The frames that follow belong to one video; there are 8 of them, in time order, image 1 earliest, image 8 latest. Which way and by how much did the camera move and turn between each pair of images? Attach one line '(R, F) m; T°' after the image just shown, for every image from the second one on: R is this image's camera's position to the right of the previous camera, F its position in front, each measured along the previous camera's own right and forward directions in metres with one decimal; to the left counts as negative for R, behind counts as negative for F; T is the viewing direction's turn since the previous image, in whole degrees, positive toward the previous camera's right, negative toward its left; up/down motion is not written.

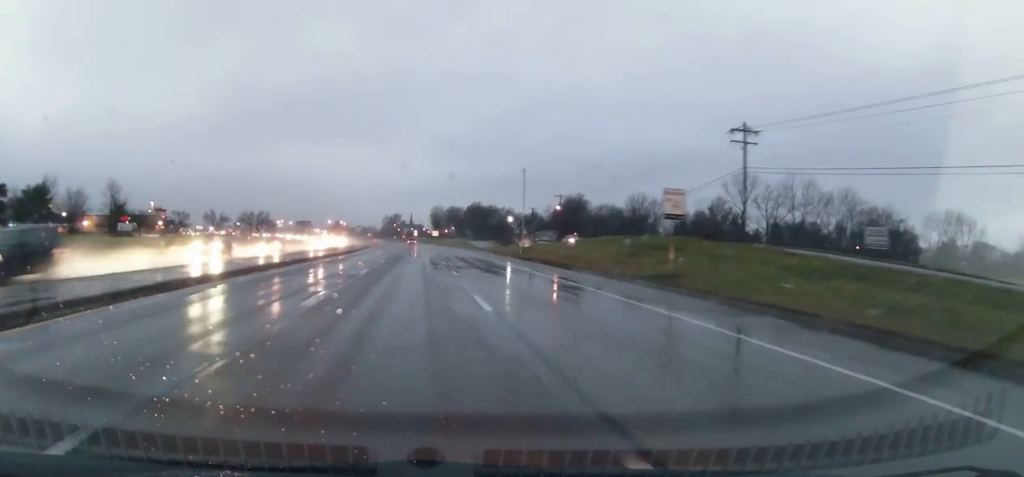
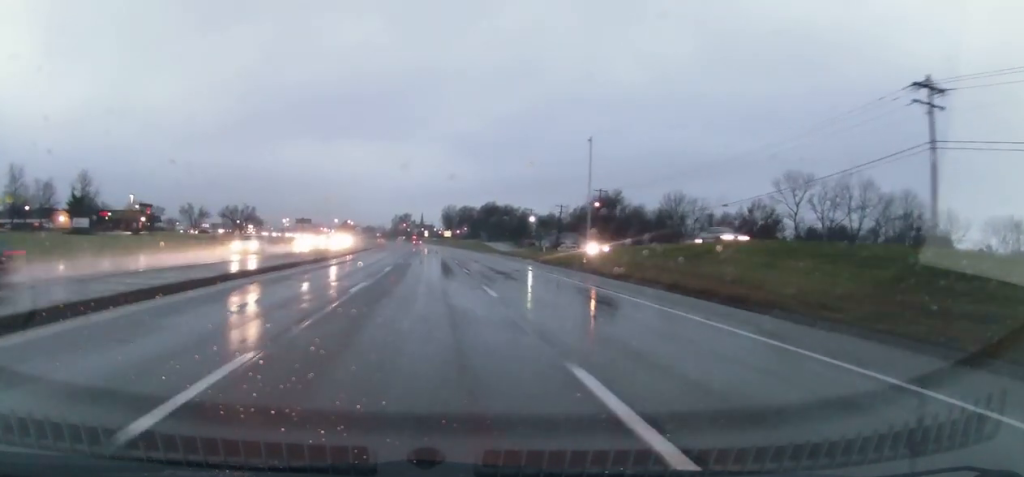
(-0.4, +21.9) m; -1°
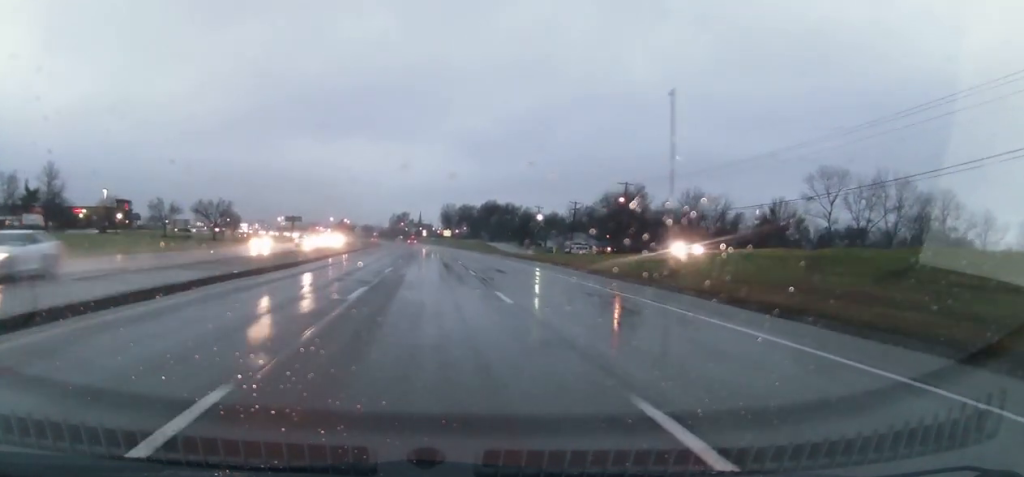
(0.0, +14.7) m; -1°
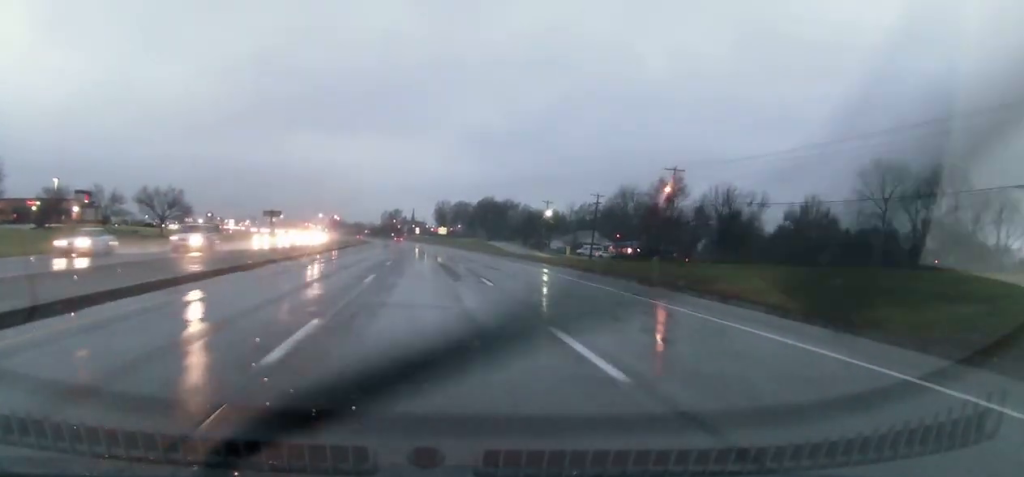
(-0.3, +20.7) m; 0°
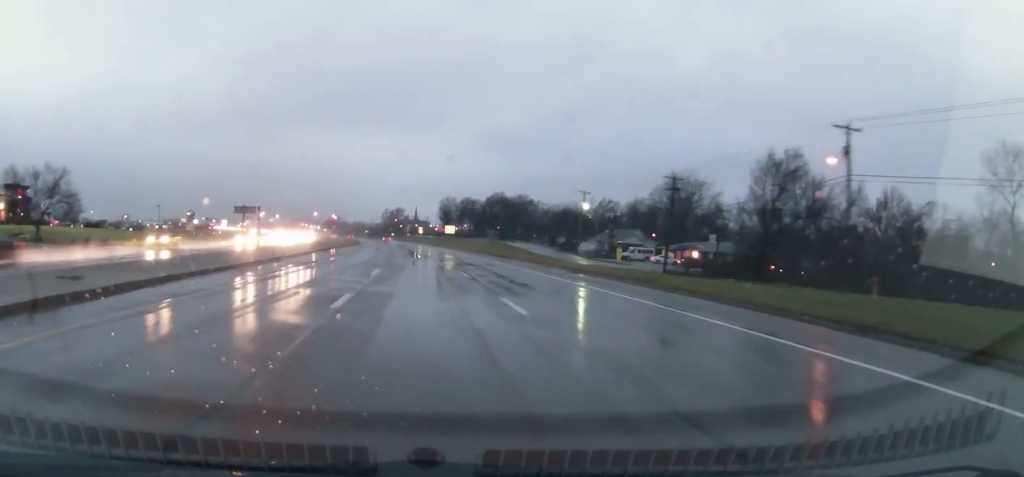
(+0.6, +32.9) m; +1°
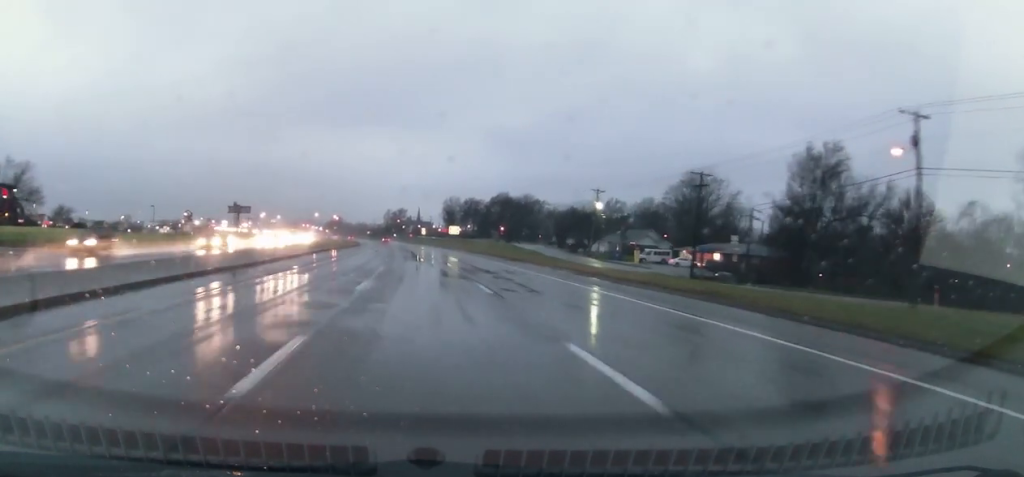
(-0.1, +7.2) m; 0°
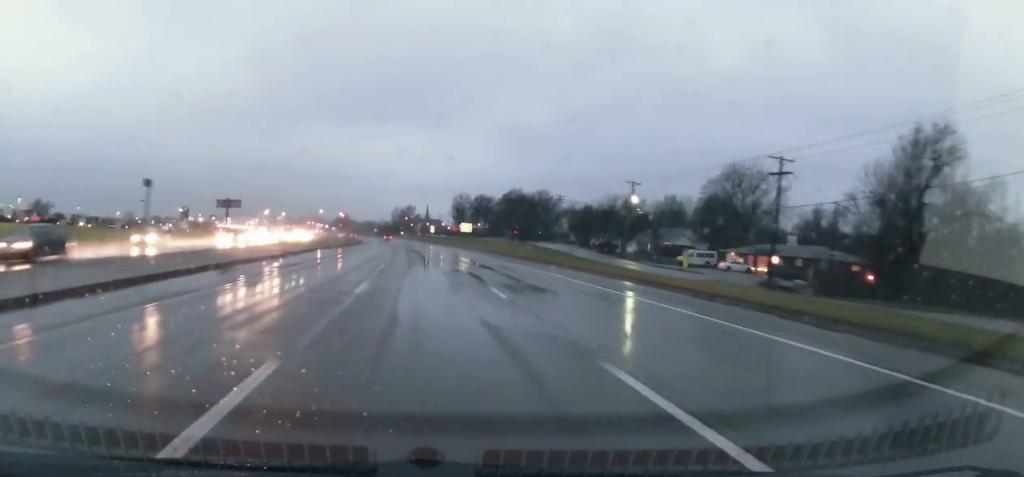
(+0.1, +14.9) m; +1°
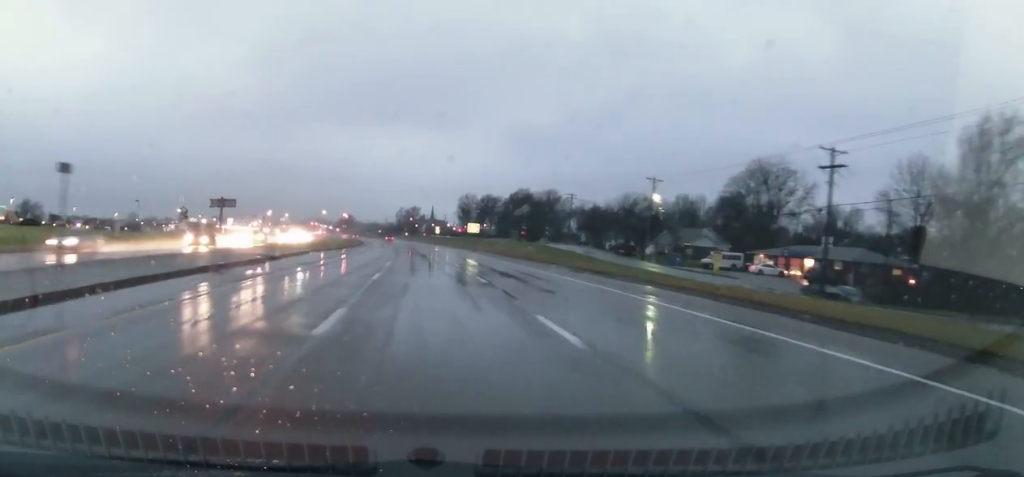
(0.0, +7.2) m; 0°
